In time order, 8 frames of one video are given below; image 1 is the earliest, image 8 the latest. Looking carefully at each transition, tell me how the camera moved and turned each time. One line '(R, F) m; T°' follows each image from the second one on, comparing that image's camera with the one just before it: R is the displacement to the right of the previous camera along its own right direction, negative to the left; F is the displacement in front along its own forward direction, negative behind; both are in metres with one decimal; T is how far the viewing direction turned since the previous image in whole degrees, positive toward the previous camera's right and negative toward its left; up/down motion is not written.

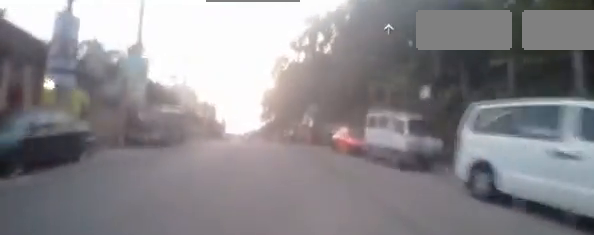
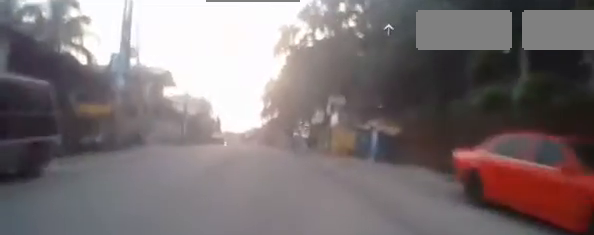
(-0.3, +11.9) m; 0°
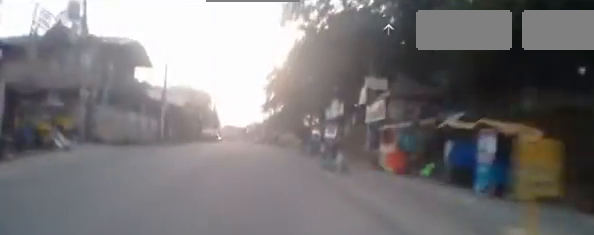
(+0.2, +9.0) m; +1°
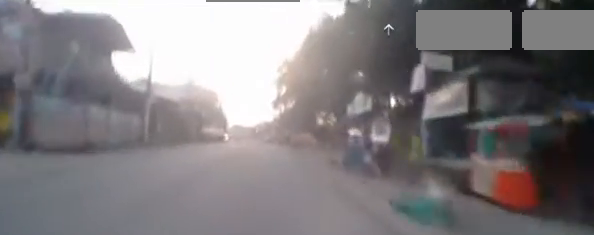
(+0.1, +5.9) m; 0°
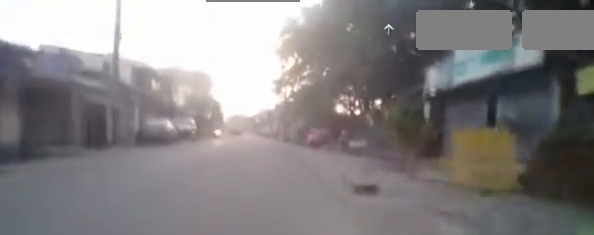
(0.0, +15.9) m; 0°
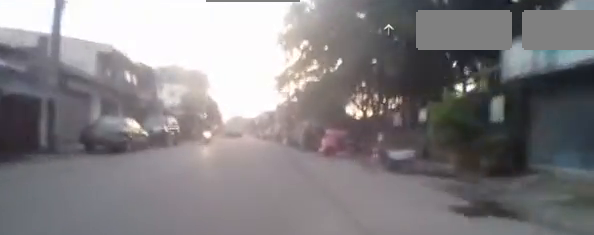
(0.0, +5.4) m; 0°
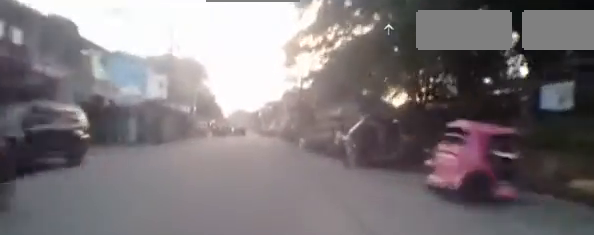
(-0.2, +11.4) m; -1°
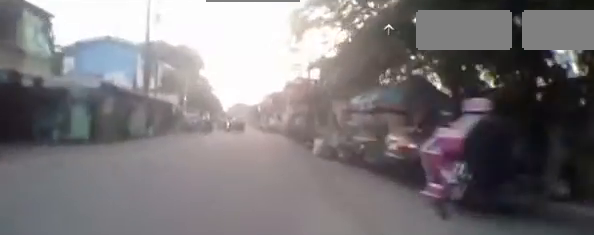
(0.0, +5.6) m; 0°
